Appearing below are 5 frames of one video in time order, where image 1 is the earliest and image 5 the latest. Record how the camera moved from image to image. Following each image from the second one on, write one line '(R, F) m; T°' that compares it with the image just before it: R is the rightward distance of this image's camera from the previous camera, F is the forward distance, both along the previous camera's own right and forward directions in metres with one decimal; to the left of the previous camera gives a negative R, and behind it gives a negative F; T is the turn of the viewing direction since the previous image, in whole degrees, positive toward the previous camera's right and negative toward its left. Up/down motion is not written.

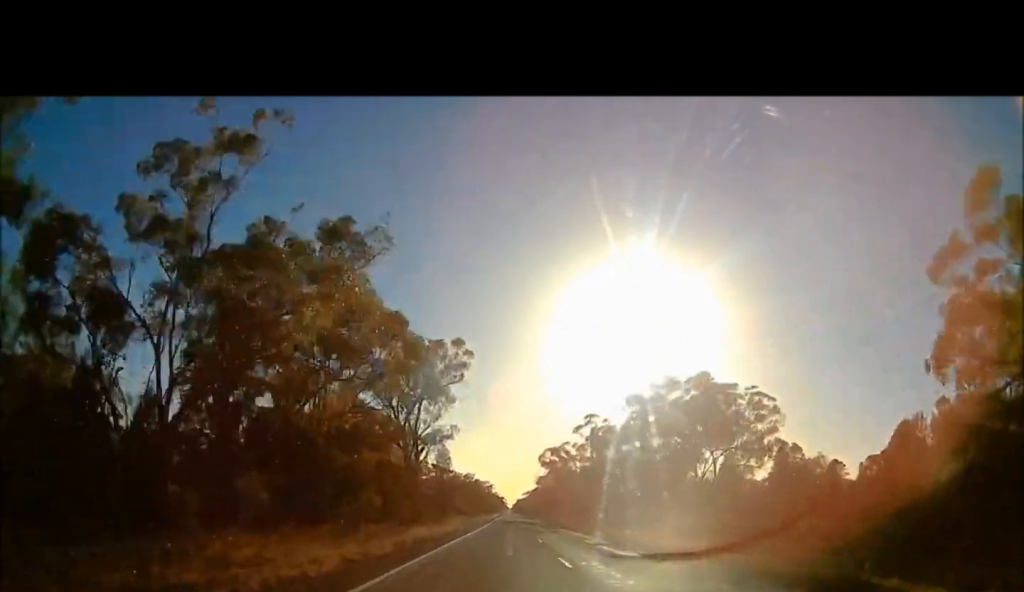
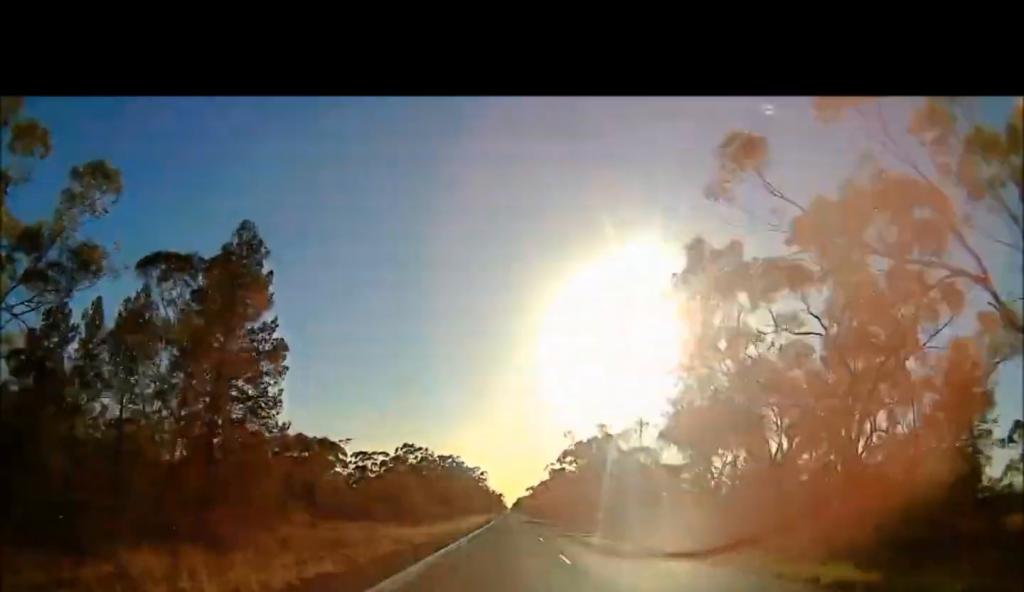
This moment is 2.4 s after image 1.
(-1.0, +83.7) m; -1°
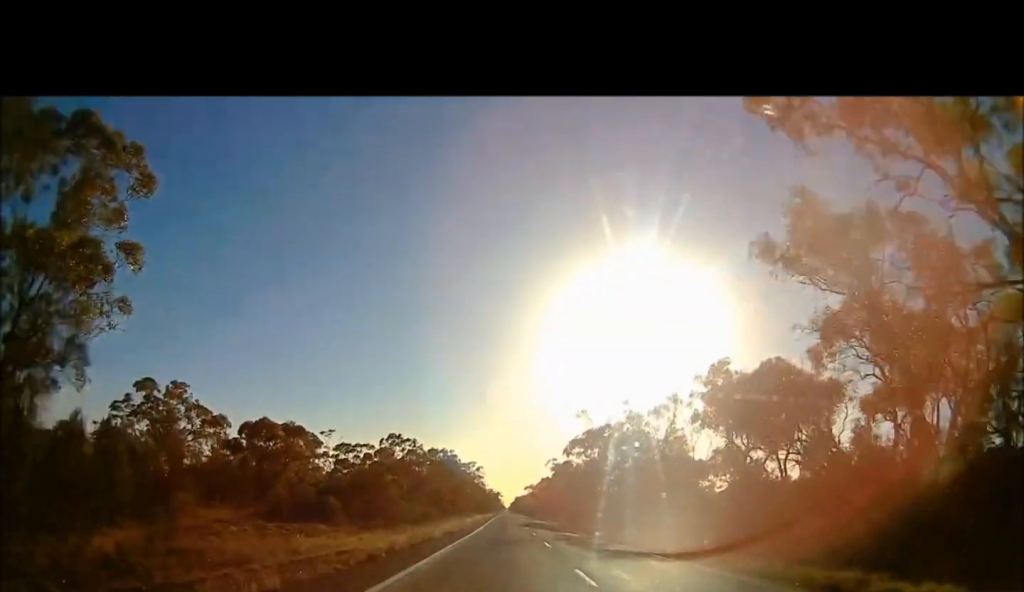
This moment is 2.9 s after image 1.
(+1.1, +19.0) m; -1°
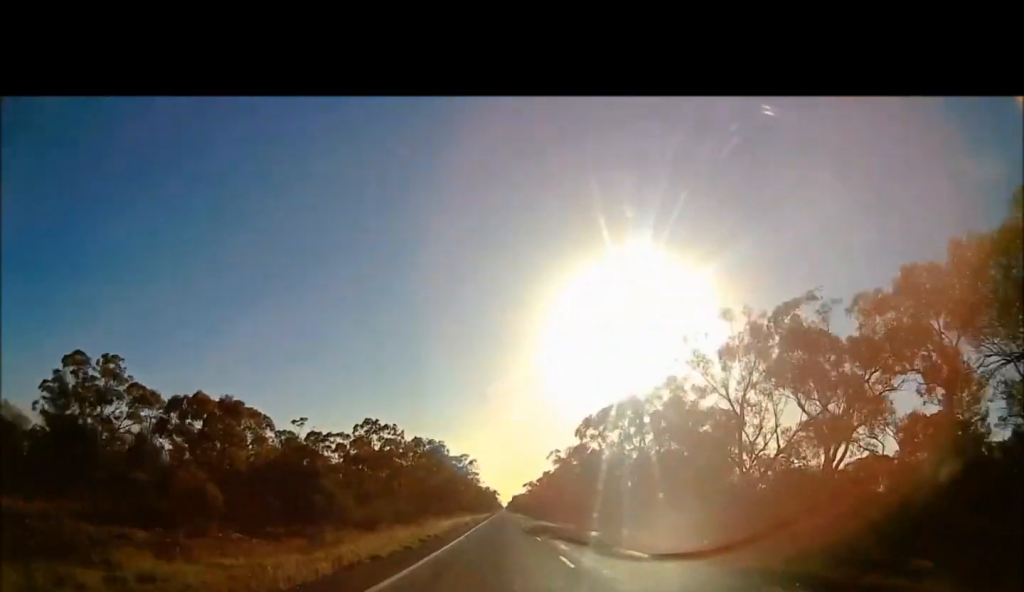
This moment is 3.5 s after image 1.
(-1.1, +22.4) m; -2°
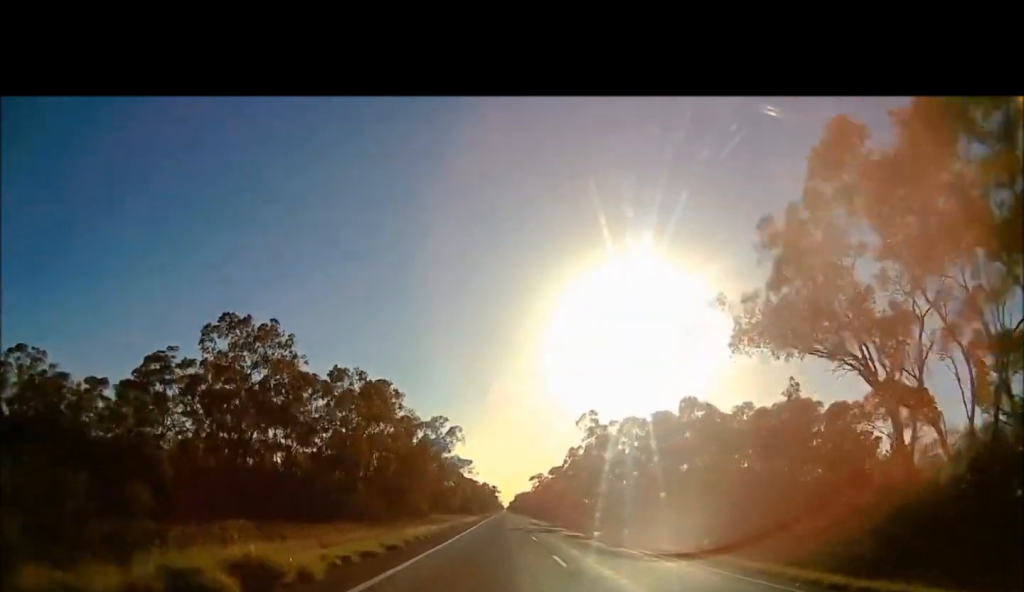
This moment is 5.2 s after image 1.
(-1.1, +61.8) m; +1°
